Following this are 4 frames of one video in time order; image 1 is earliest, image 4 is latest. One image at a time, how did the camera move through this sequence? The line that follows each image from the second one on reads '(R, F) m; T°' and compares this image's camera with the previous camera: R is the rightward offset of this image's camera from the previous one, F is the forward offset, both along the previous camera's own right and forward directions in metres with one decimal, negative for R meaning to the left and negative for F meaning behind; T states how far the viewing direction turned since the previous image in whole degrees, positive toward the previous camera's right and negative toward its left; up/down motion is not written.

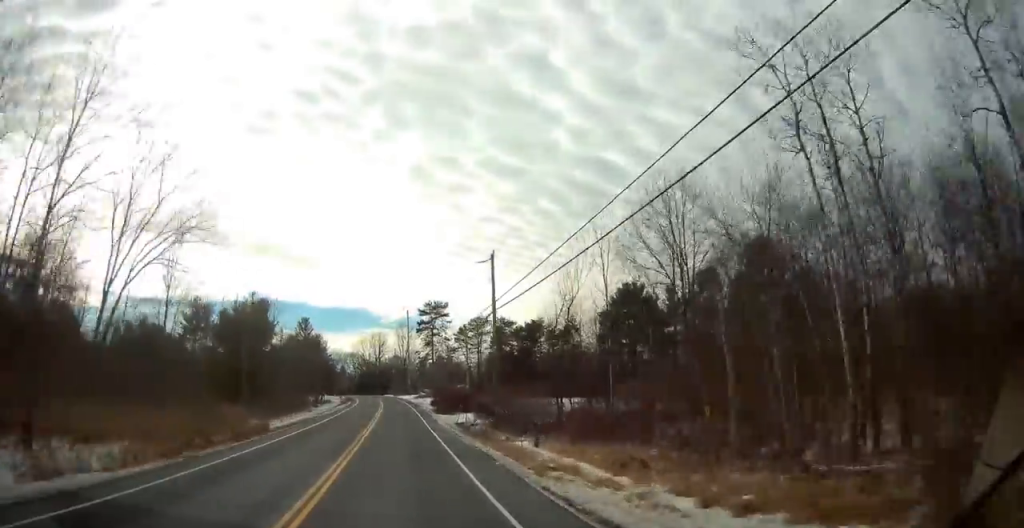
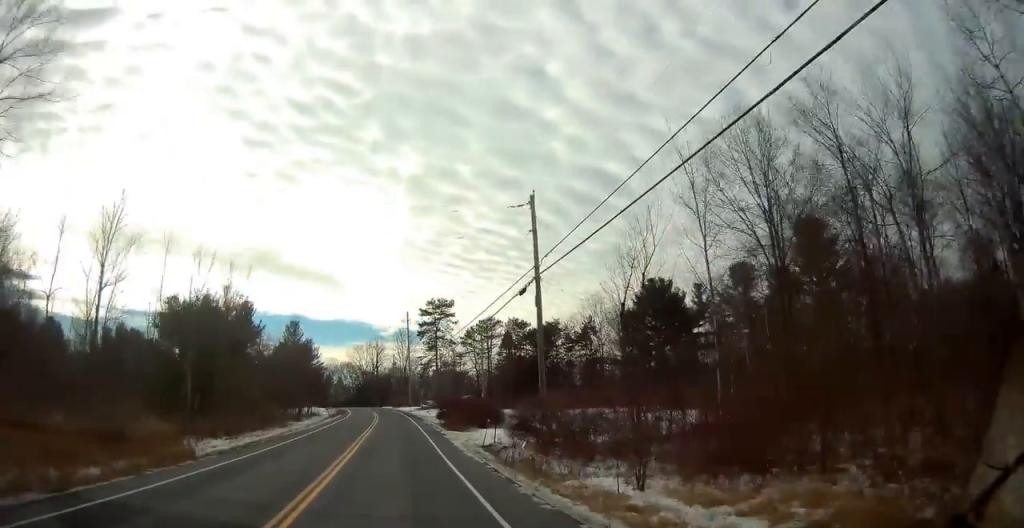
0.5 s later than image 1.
(+0.1, +13.4) m; +1°
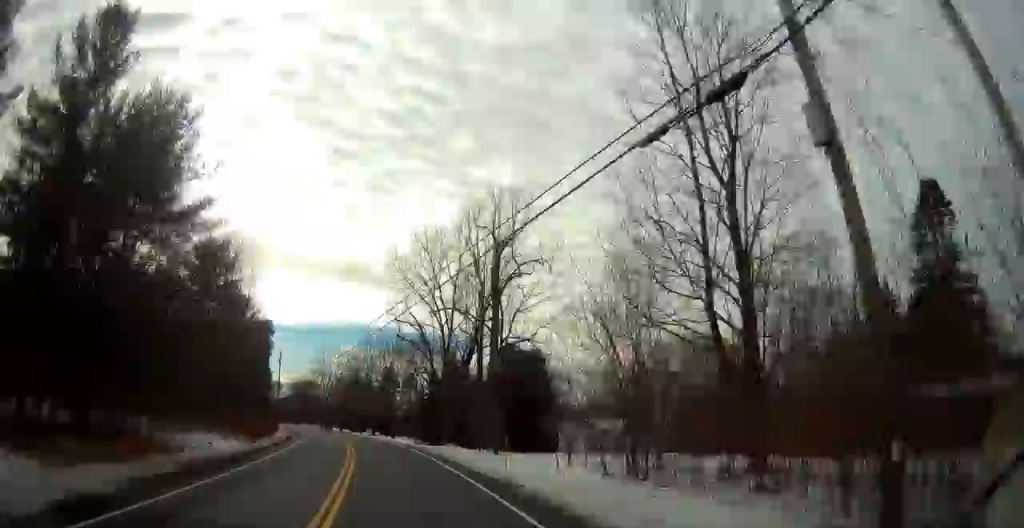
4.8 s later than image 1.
(-8.0, +105.0) m; -12°
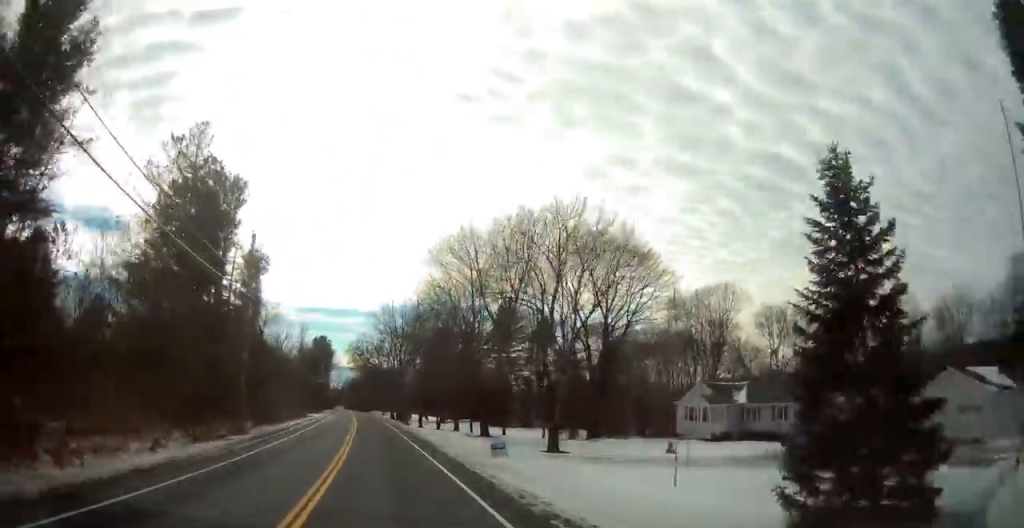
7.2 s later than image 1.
(-5.0, +58.1) m; -8°
